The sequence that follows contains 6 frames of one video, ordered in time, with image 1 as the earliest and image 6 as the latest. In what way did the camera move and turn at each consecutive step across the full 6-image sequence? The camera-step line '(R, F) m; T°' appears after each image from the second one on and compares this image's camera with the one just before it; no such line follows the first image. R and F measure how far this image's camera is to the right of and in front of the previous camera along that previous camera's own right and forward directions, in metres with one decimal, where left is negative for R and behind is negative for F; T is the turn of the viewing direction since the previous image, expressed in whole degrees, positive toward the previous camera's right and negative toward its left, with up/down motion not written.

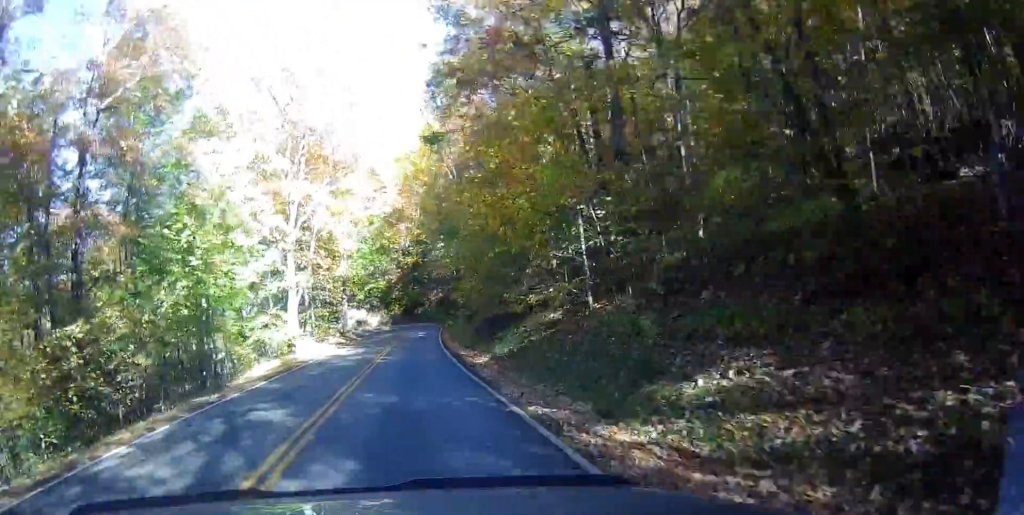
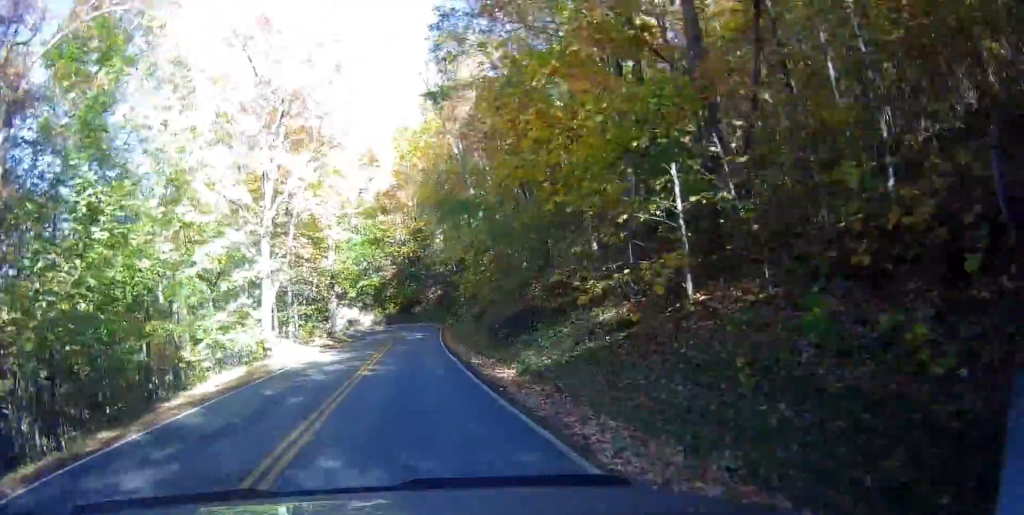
(0.0, +6.4) m; 0°
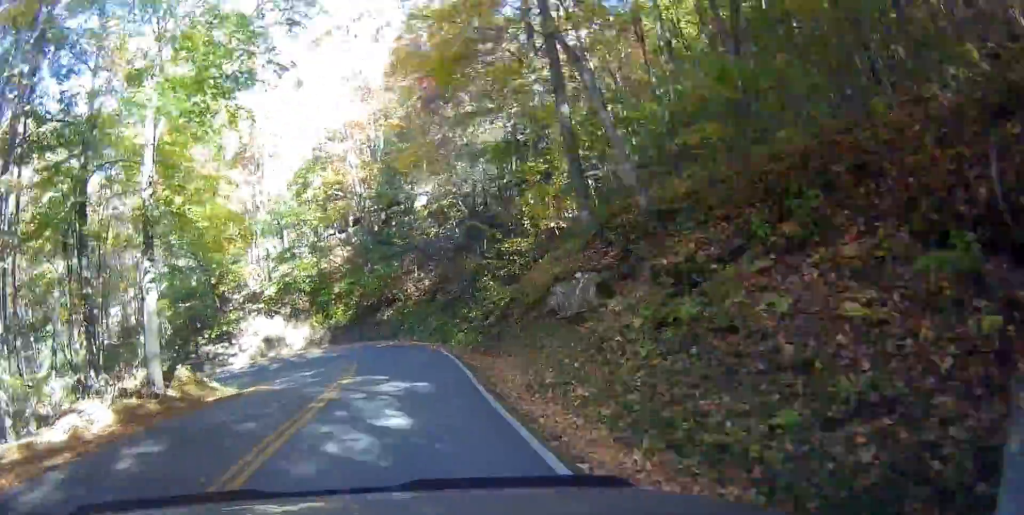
(+1.6, +34.9) m; +7°
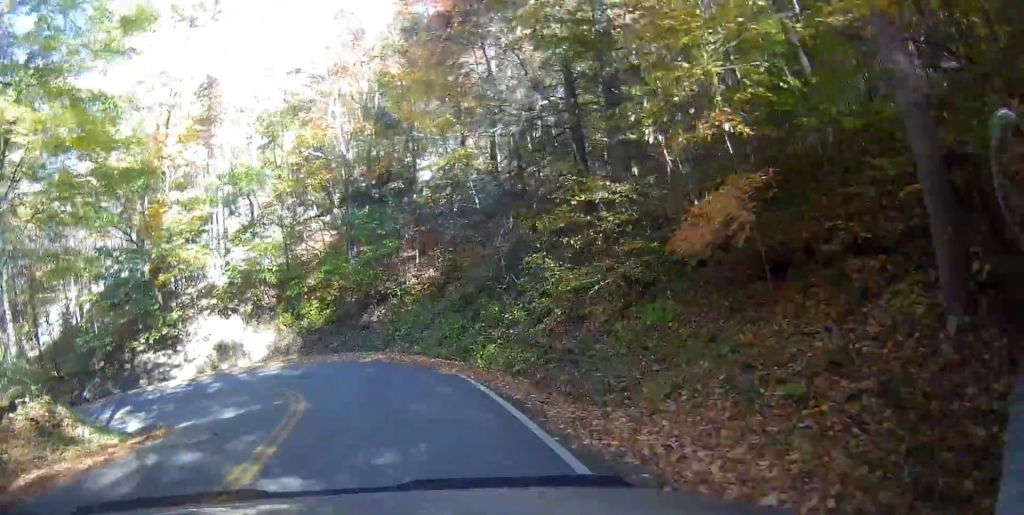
(+0.2, +11.5) m; -1°
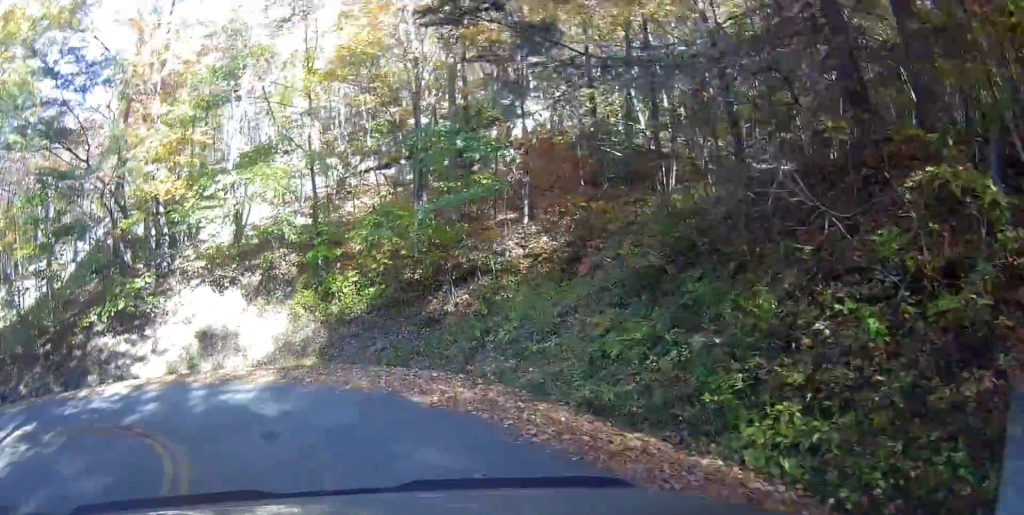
(-1.2, +13.6) m; -13°
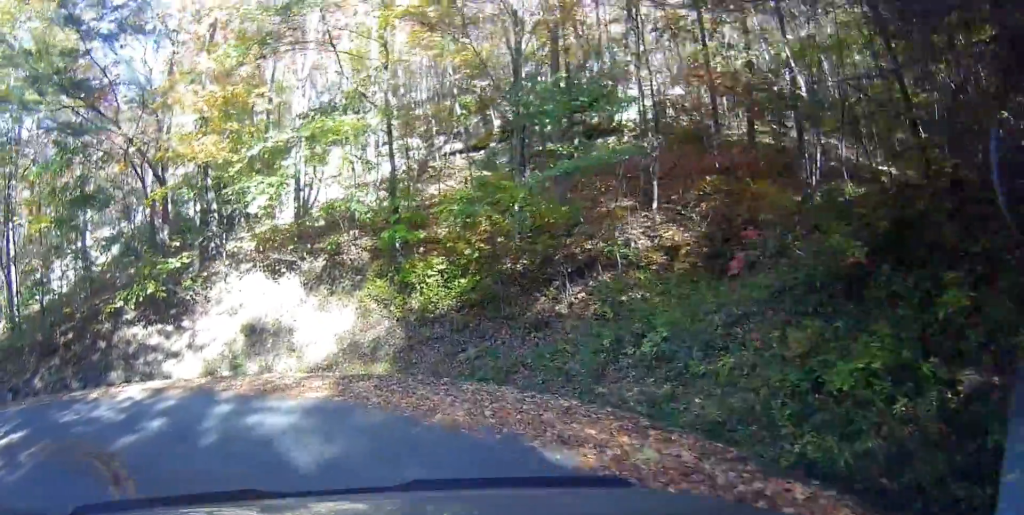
(-0.3, +4.6) m; -5°
